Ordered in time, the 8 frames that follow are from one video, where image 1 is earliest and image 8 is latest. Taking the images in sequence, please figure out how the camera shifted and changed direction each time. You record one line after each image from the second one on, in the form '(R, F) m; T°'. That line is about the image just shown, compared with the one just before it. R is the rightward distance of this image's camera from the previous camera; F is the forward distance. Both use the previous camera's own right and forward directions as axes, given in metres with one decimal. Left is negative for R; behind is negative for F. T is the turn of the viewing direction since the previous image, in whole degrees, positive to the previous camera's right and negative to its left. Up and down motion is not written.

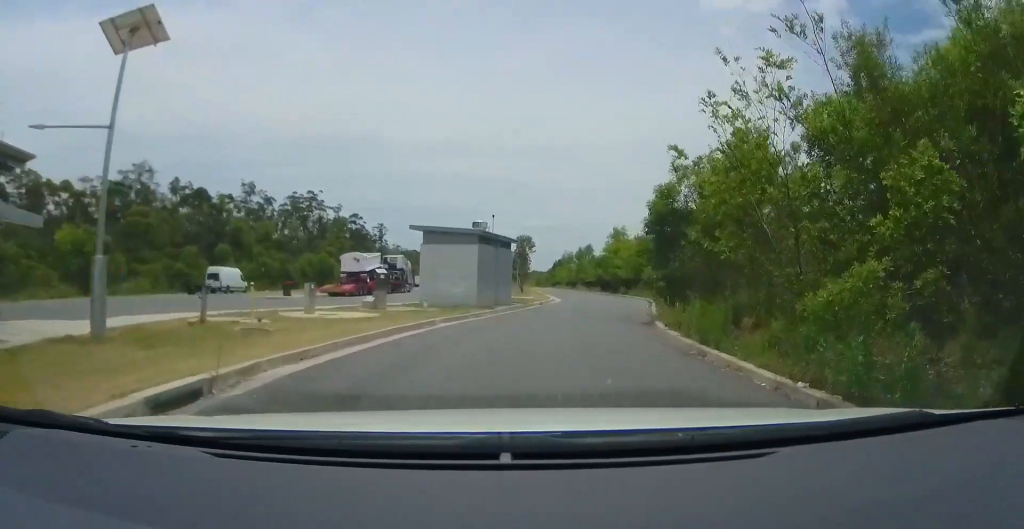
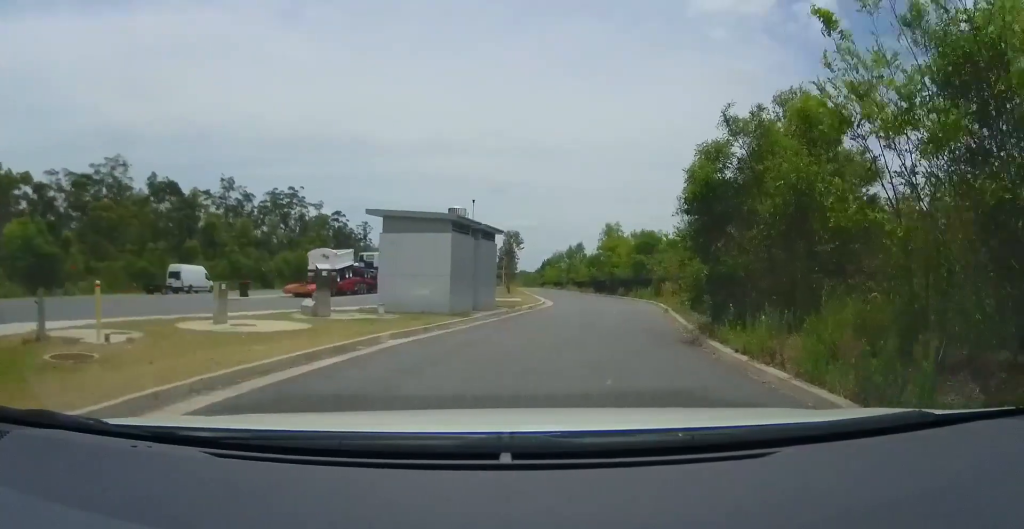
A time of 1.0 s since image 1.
(-0.2, +5.1) m; +3°
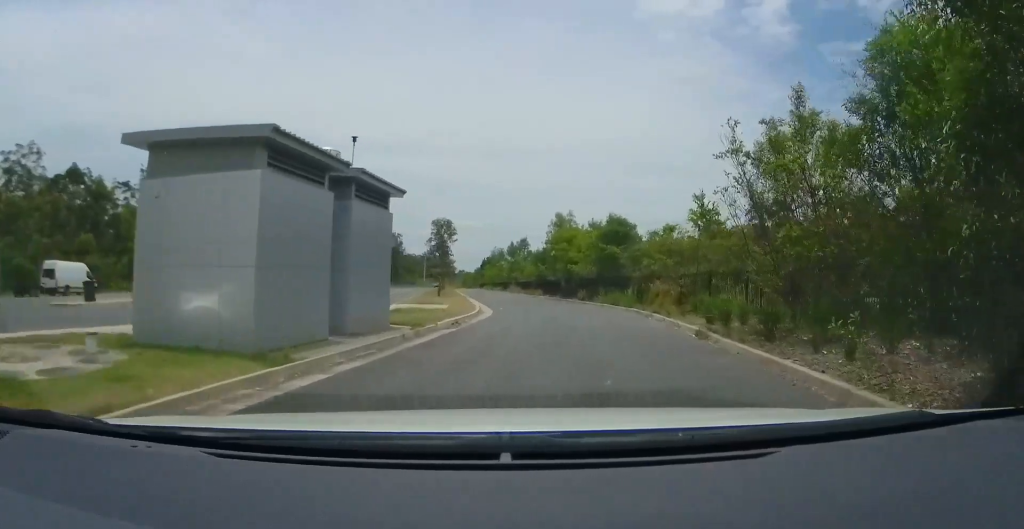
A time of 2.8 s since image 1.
(+0.9, +10.5) m; +5°
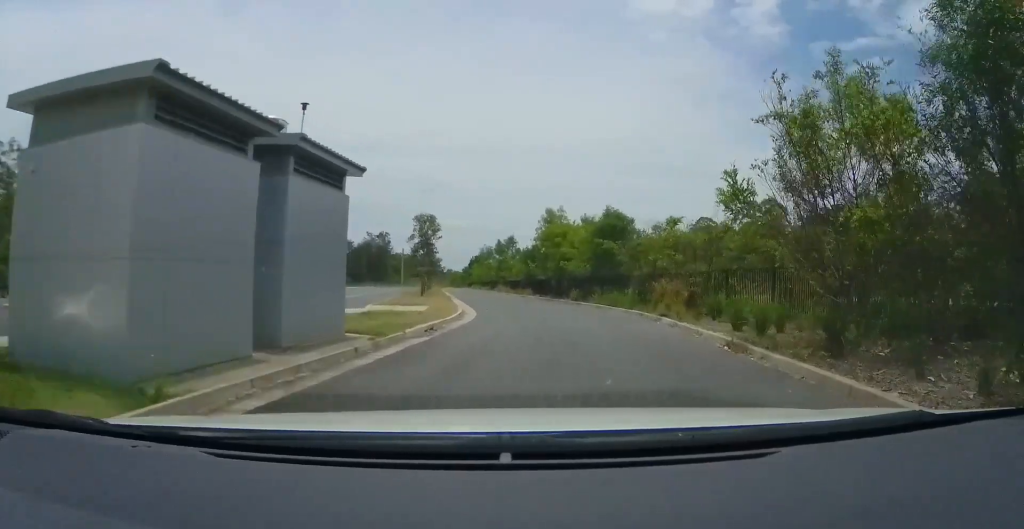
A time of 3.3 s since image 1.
(-0.2, +2.7) m; -1°
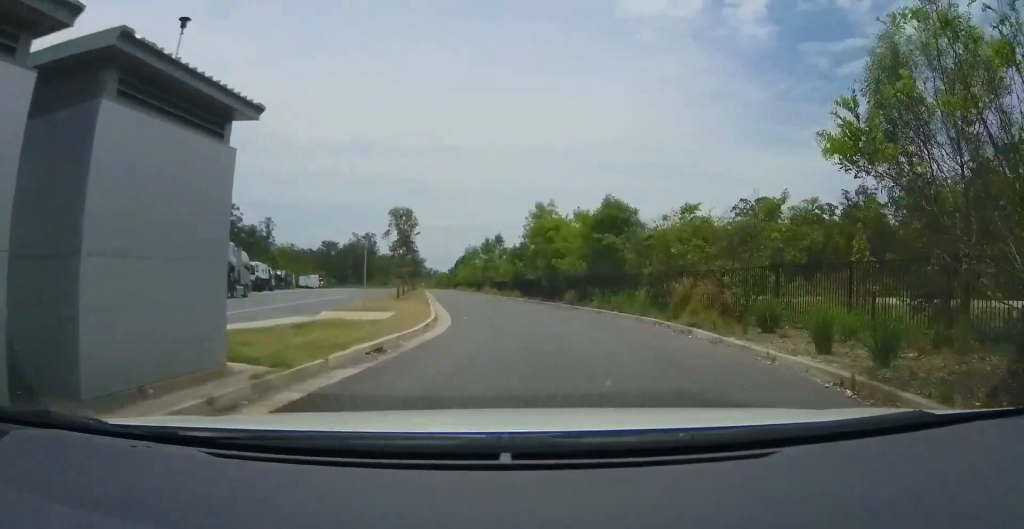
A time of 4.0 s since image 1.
(+0.2, +4.4) m; +2°
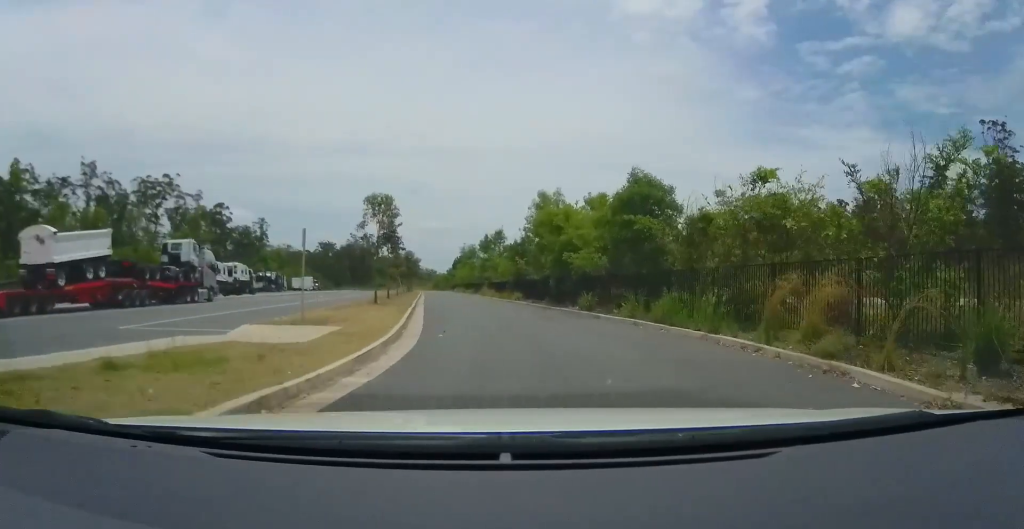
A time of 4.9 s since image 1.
(+0.1, +6.3) m; +1°
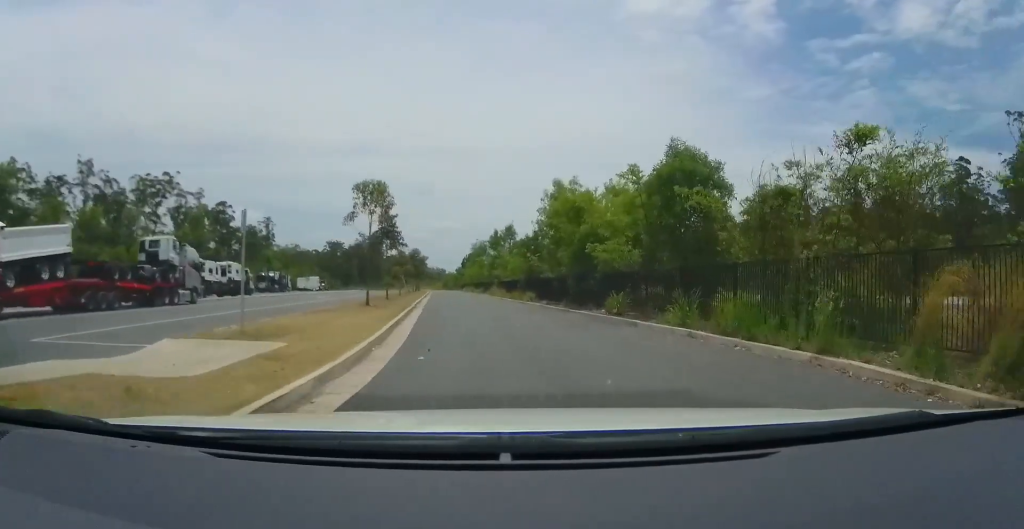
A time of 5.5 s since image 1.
(0.0, +4.1) m; -1°
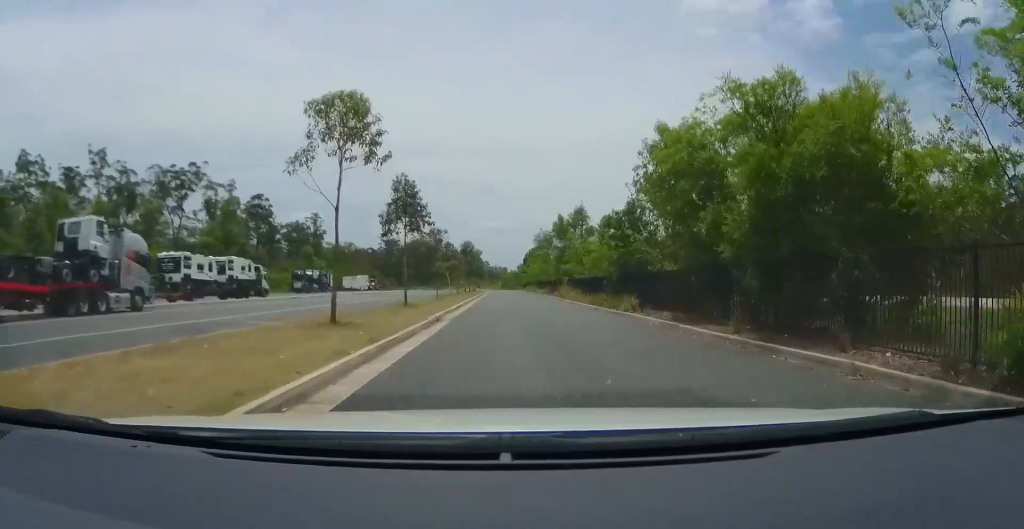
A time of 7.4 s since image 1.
(-0.8, +13.4) m; -4°
